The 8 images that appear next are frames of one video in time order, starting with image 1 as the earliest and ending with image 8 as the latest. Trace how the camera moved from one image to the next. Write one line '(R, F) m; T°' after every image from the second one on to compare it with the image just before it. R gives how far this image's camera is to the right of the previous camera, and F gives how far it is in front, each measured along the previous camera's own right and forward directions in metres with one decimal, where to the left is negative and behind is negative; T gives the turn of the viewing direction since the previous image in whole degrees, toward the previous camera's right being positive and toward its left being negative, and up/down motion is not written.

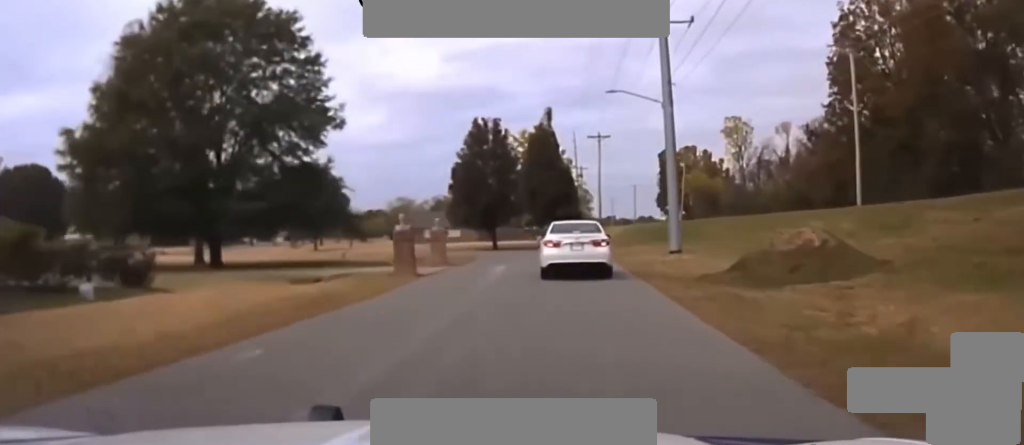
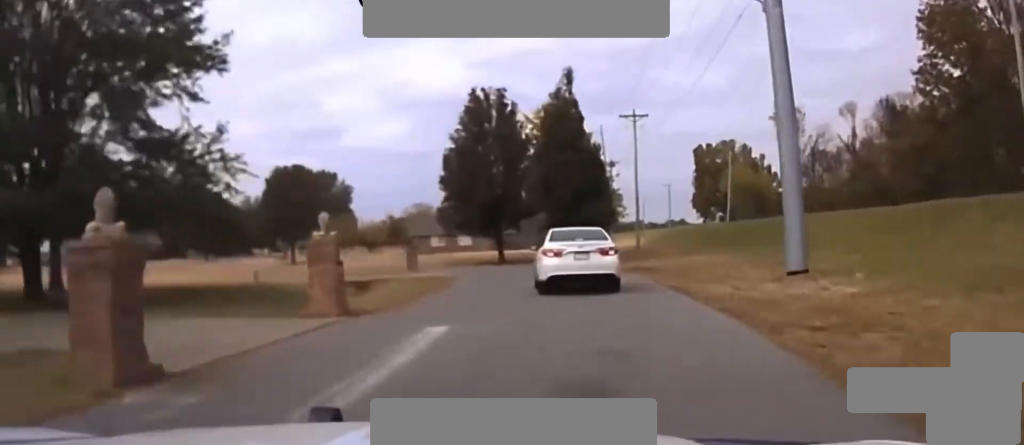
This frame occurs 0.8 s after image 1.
(+0.1, +19.0) m; 0°
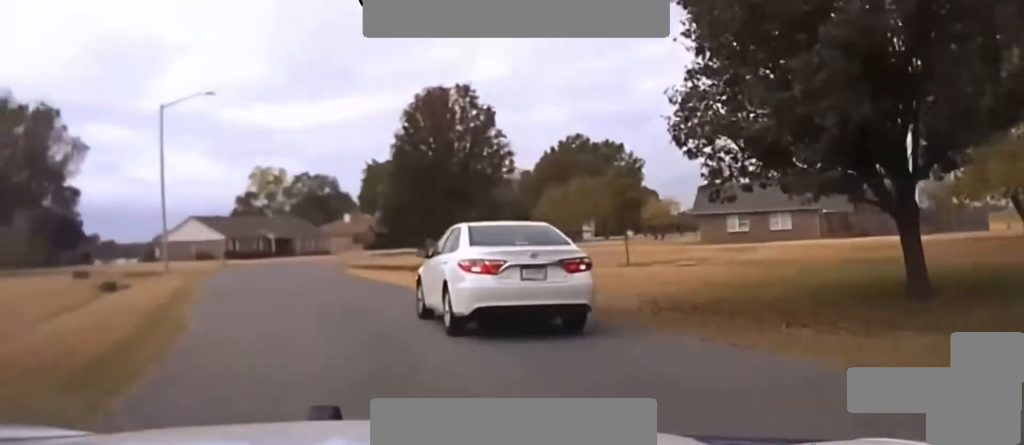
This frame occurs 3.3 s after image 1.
(-2.7, +42.2) m; -18°
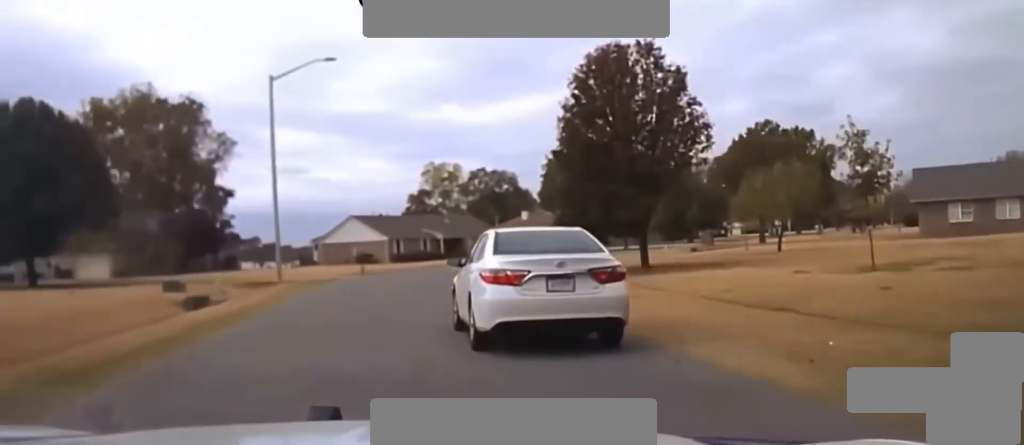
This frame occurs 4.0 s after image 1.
(-1.7, +10.9) m; -9°
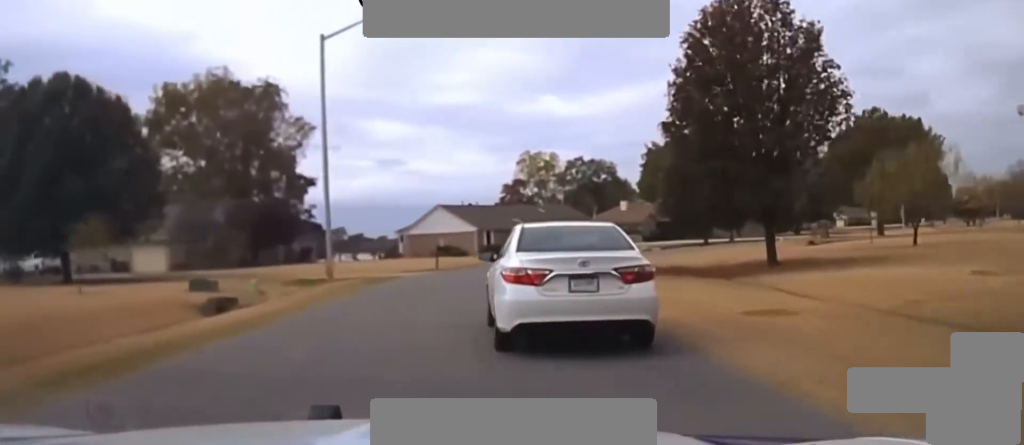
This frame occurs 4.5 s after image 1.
(-0.4, +7.9) m; -6°
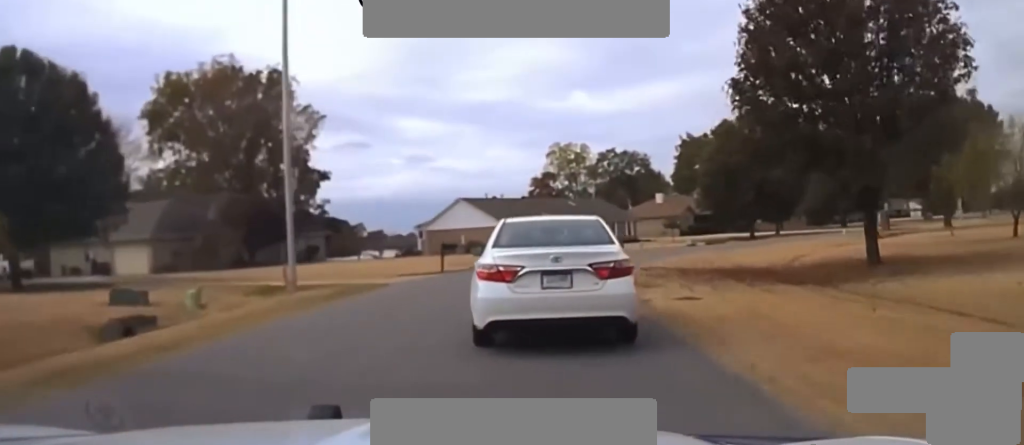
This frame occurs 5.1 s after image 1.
(-0.4, +9.5) m; -5°
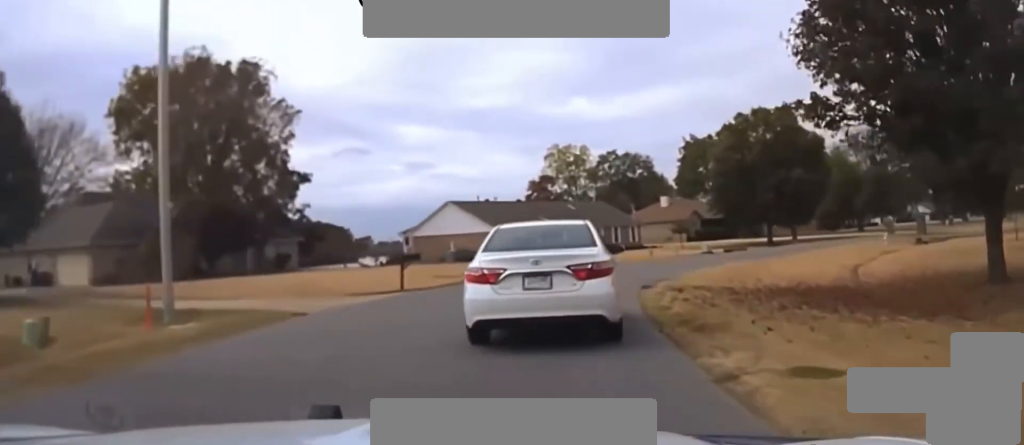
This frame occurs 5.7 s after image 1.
(-0.5, +8.7) m; -3°
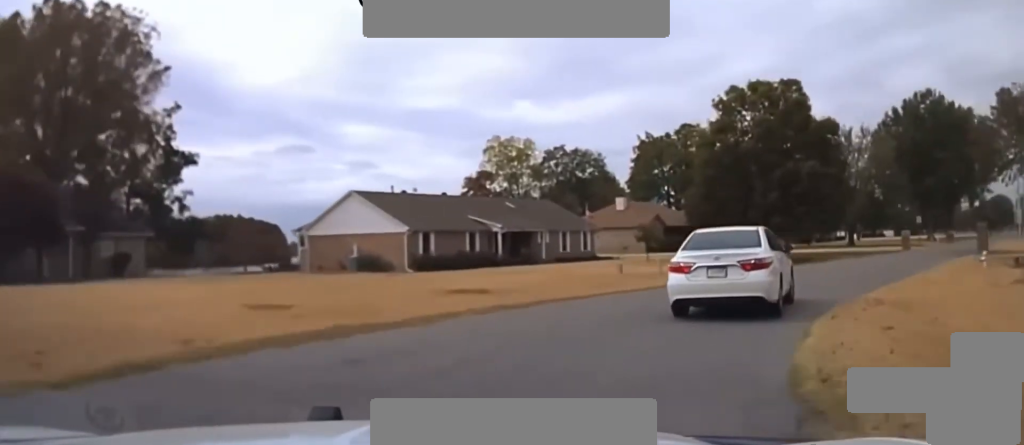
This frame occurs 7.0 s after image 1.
(-0.7, +18.8) m; +5°
